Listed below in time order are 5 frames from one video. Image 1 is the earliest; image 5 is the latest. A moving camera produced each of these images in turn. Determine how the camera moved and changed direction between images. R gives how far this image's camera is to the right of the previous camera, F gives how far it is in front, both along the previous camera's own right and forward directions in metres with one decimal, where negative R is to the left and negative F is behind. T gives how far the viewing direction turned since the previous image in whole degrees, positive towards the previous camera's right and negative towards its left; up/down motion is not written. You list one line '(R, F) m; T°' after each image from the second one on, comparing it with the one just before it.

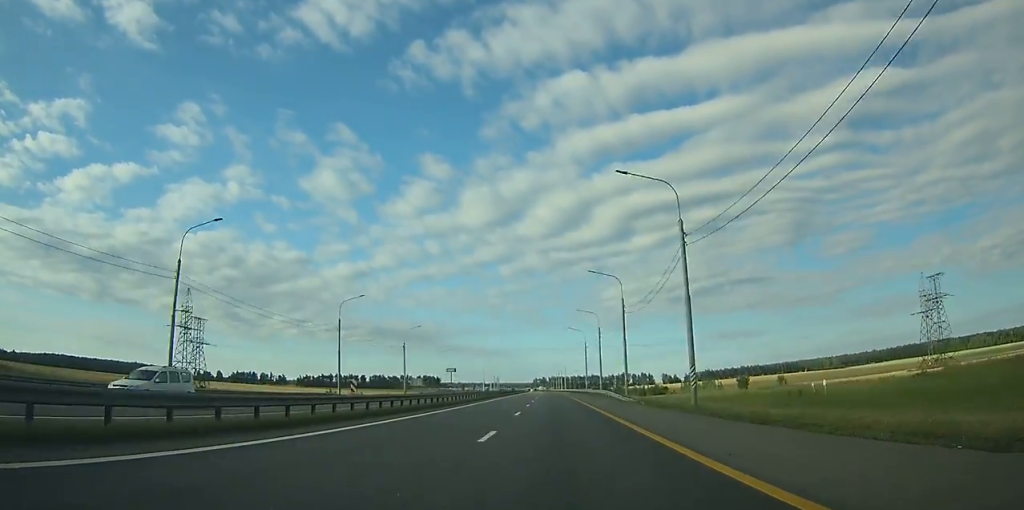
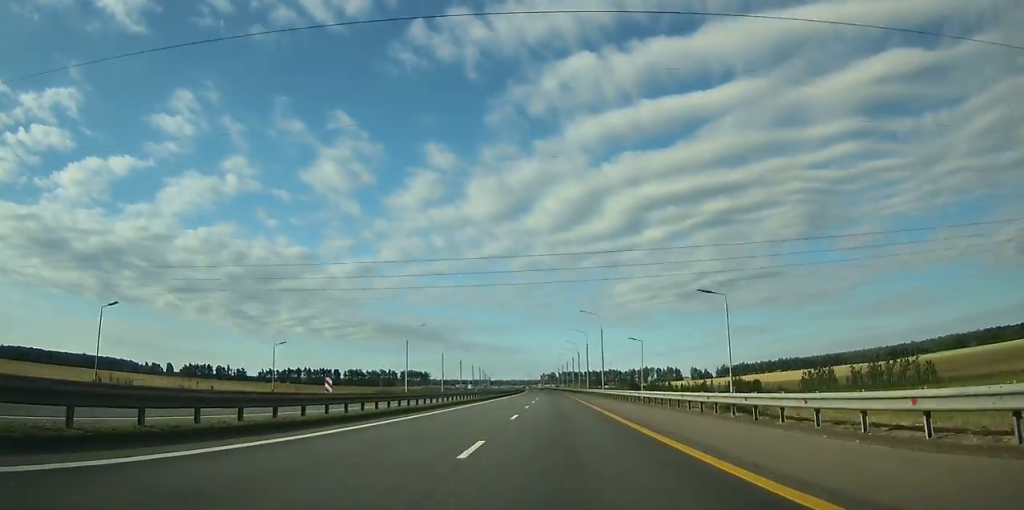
(-1.0, +118.6) m; -1°
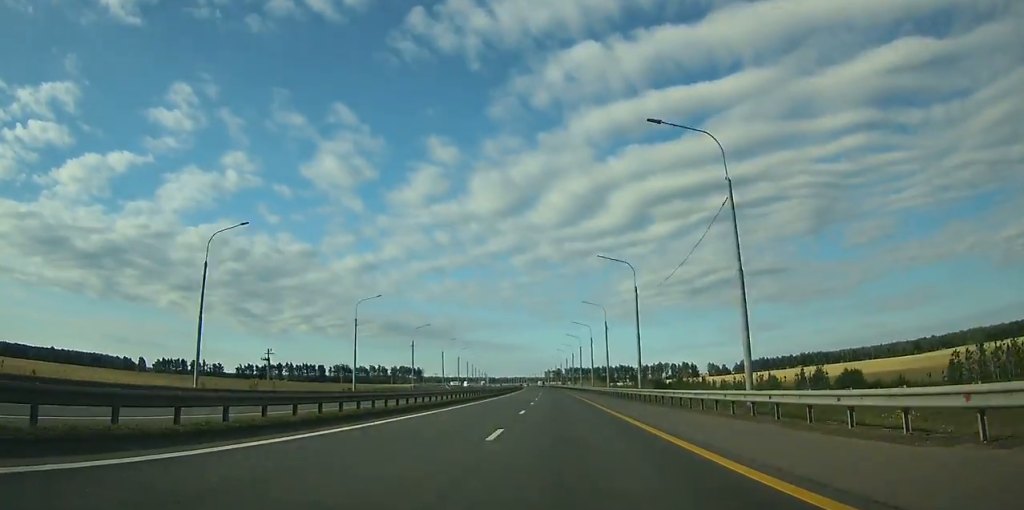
(-0.2, +54.2) m; 0°
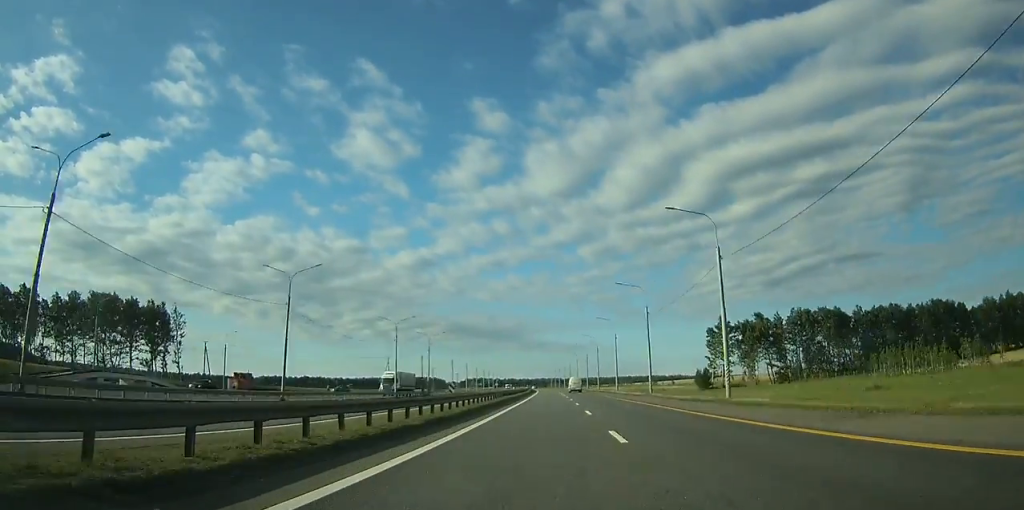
(-24.8, +465.9) m; -6°
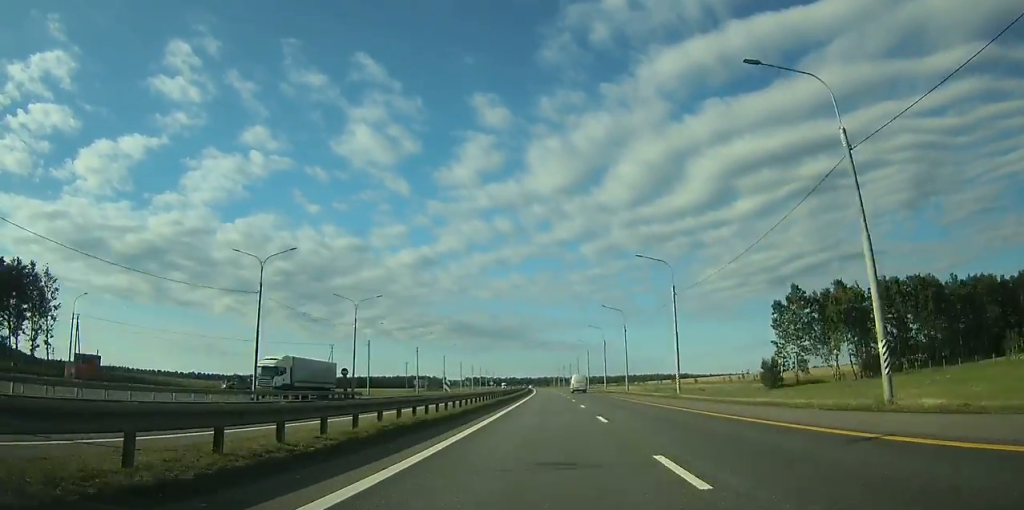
(-0.2, +43.6) m; -1°
